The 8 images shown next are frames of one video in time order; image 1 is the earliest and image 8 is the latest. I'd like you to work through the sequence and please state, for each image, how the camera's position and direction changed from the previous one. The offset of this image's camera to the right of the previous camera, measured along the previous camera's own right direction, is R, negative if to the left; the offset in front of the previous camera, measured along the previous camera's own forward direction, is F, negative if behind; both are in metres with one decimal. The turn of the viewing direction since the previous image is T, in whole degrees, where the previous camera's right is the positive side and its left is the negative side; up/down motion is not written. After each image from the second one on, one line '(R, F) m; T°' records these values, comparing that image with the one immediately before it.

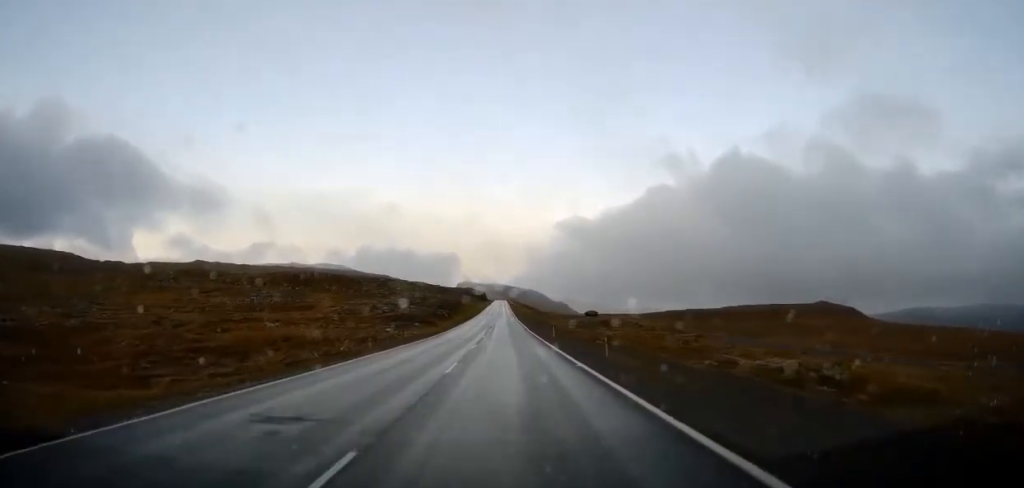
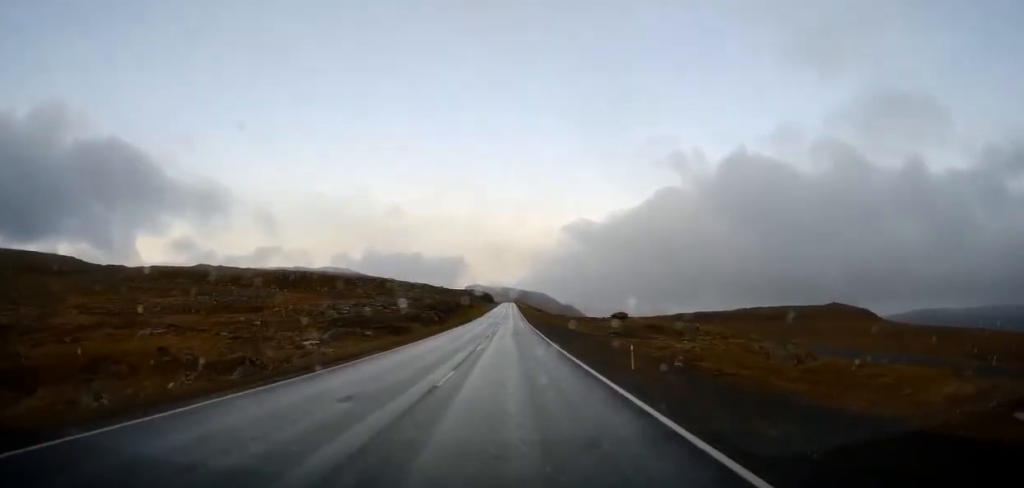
(-0.1, +24.3) m; -1°
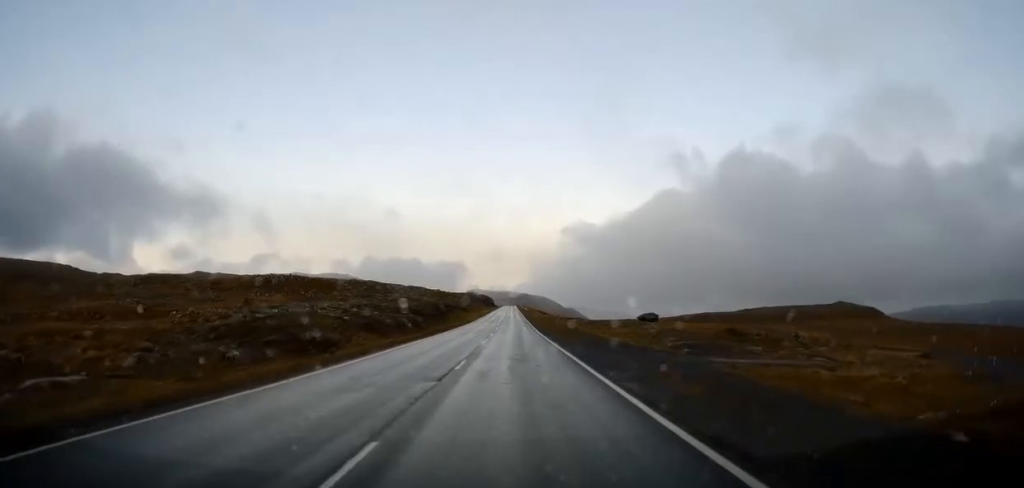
(-0.4, +20.6) m; -2°
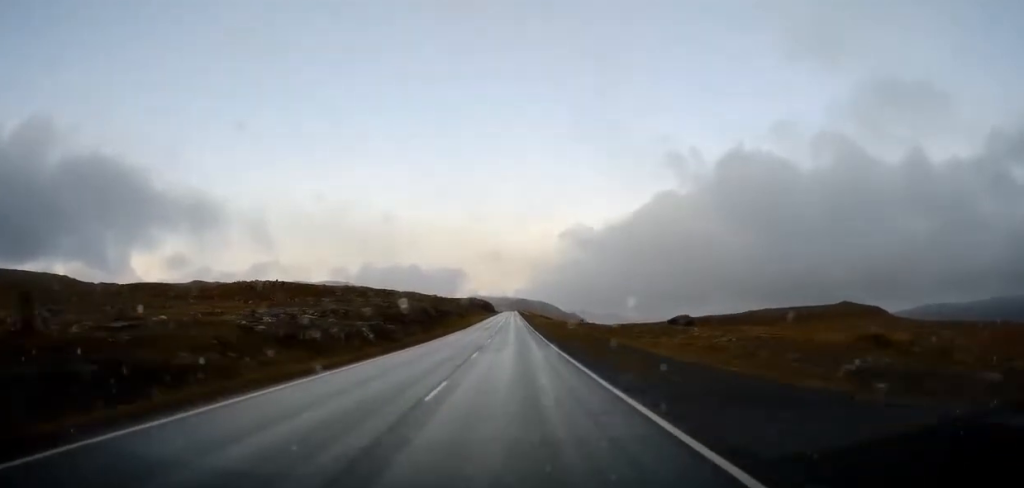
(-0.3, +15.5) m; -1°
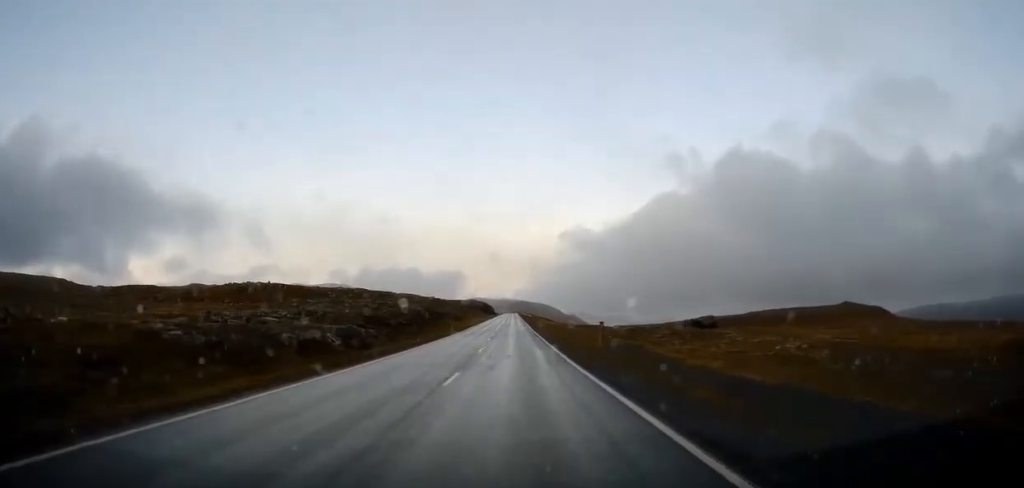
(+0.1, +8.1) m; -1°
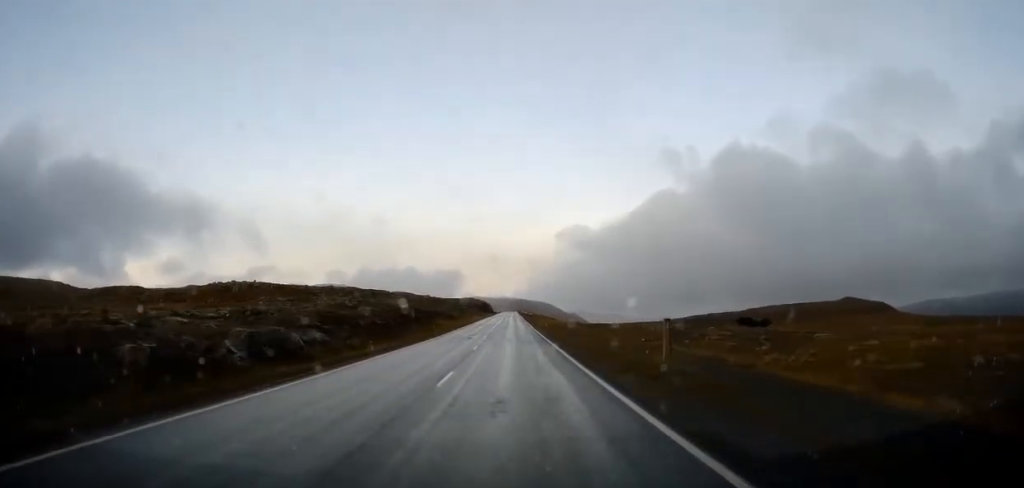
(-0.1, +12.4) m; 0°
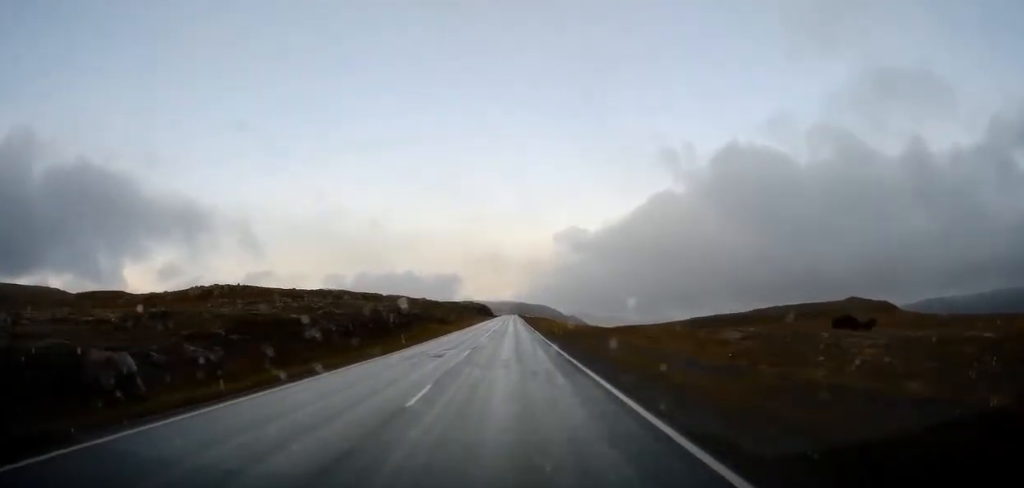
(-0.3, +14.2) m; 0°
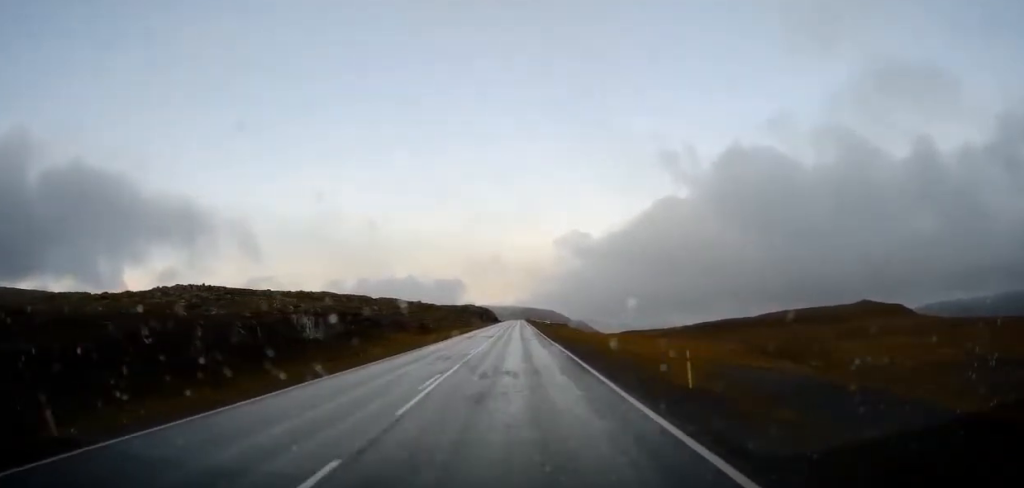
(+0.8, +29.0) m; +2°
